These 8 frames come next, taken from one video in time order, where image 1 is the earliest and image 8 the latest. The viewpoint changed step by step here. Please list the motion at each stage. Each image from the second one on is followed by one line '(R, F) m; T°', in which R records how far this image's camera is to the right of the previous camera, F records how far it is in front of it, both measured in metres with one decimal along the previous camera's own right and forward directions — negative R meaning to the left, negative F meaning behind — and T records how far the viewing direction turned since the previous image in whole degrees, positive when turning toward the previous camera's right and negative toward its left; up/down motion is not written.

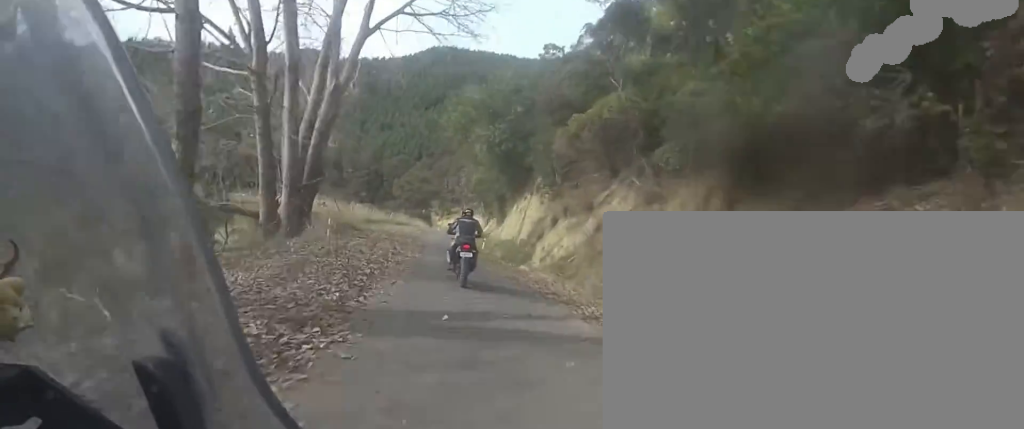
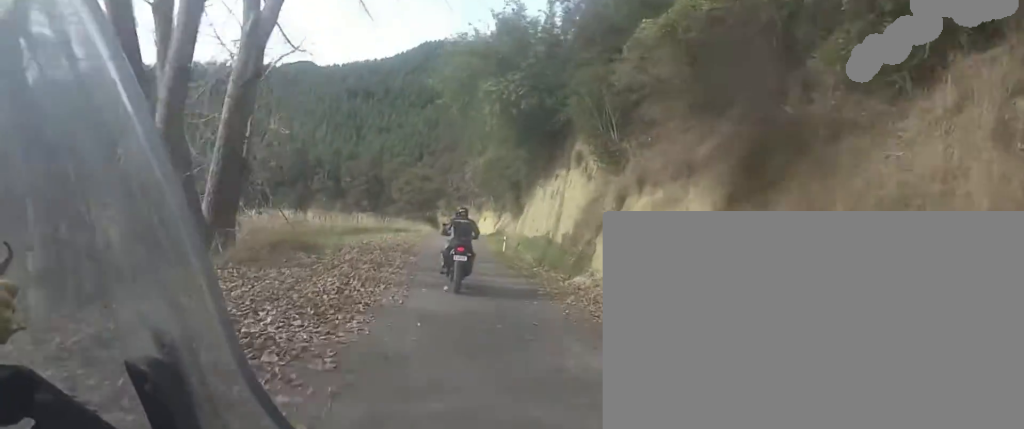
(-0.6, +11.9) m; -2°
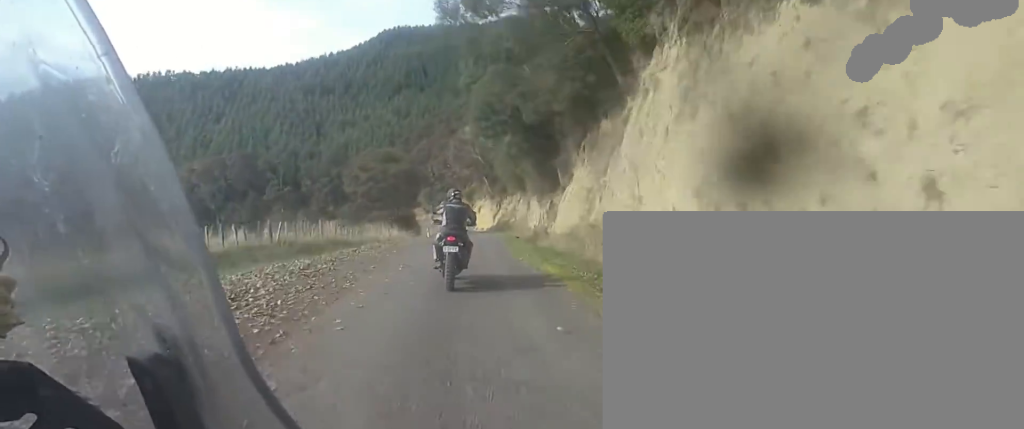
(+1.3, +27.1) m; +10°
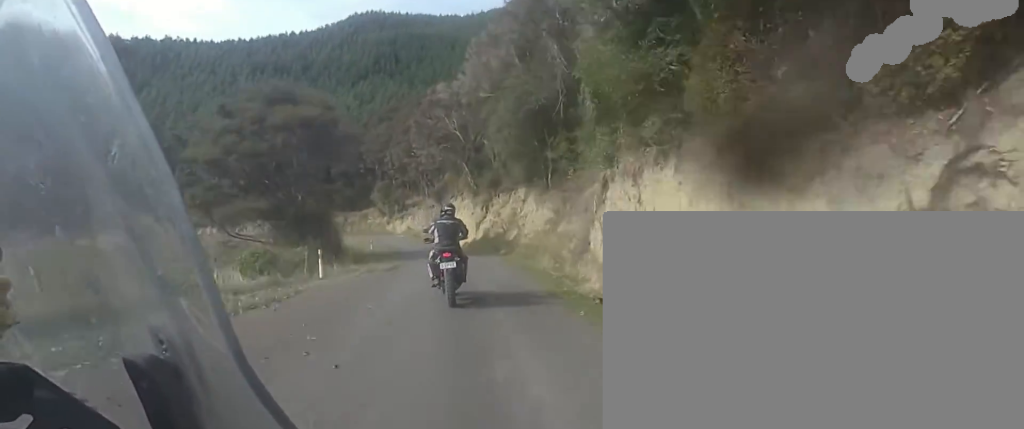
(+3.9, +28.7) m; +7°
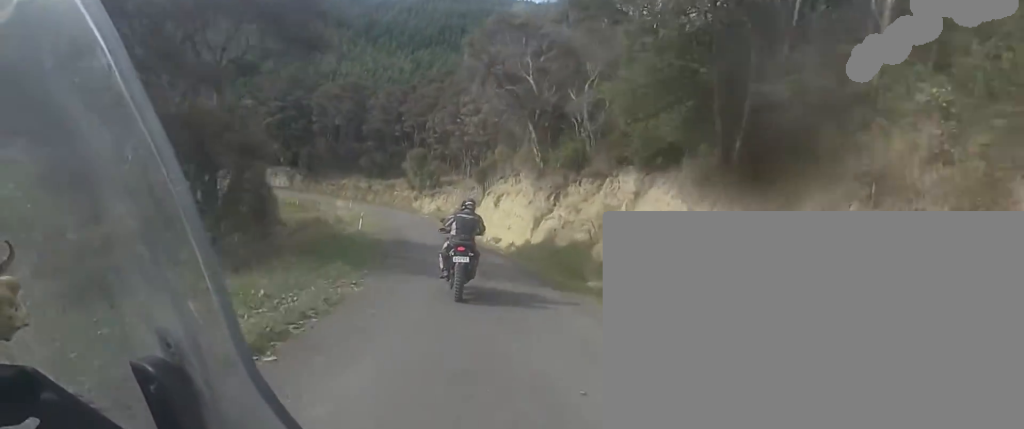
(-1.3, +19.1) m; -8°
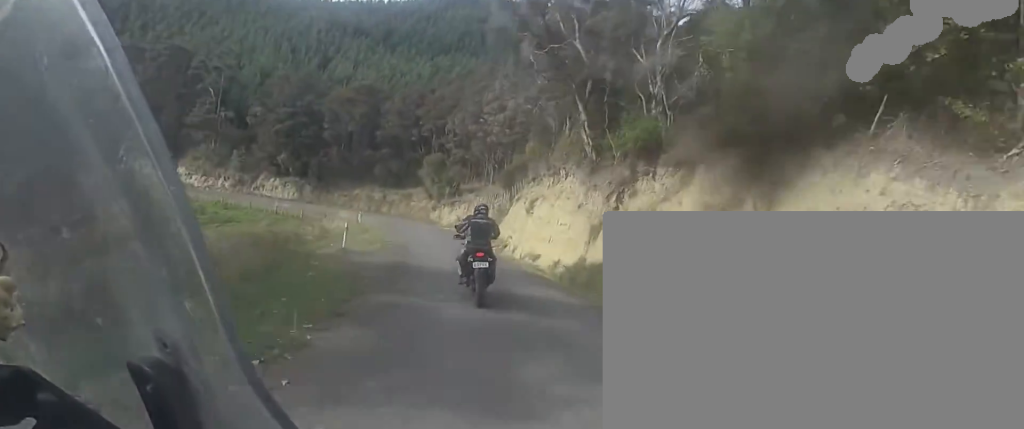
(-0.6, +8.7) m; -3°
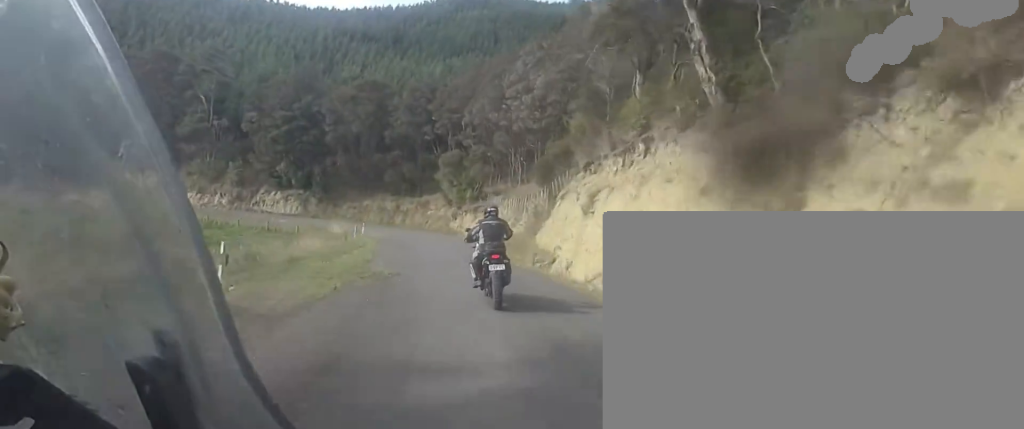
(-0.4, +11.2) m; -3°
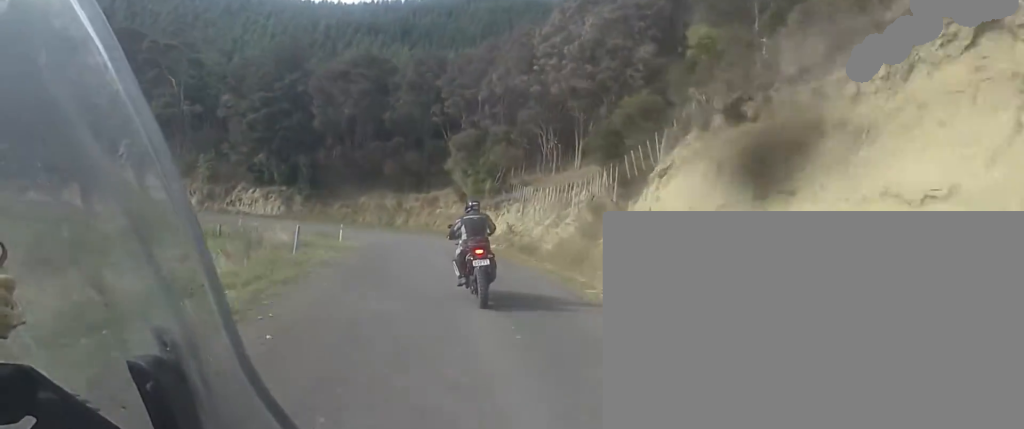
(0.0, +13.8) m; -3°
